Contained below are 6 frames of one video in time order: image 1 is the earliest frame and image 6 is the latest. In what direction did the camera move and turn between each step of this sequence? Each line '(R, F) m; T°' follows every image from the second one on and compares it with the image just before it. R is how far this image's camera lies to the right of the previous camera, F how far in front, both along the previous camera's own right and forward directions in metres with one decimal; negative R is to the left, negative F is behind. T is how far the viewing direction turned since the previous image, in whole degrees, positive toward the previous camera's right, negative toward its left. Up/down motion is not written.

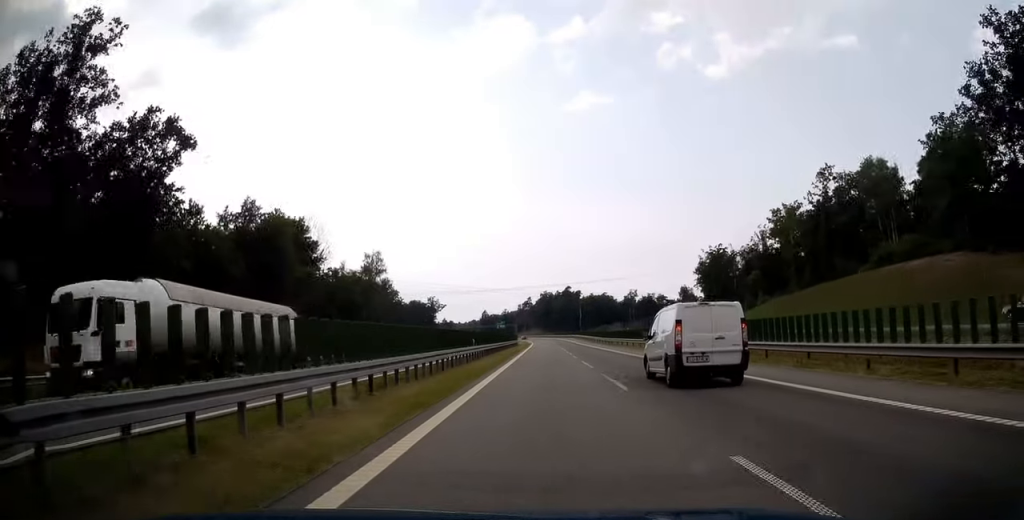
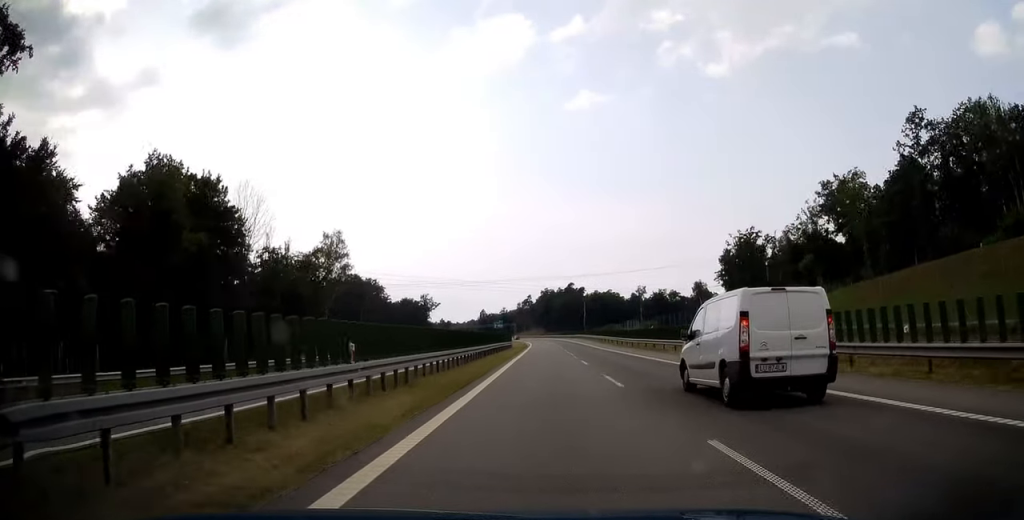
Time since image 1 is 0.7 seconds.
(-0.3, +22.8) m; -1°
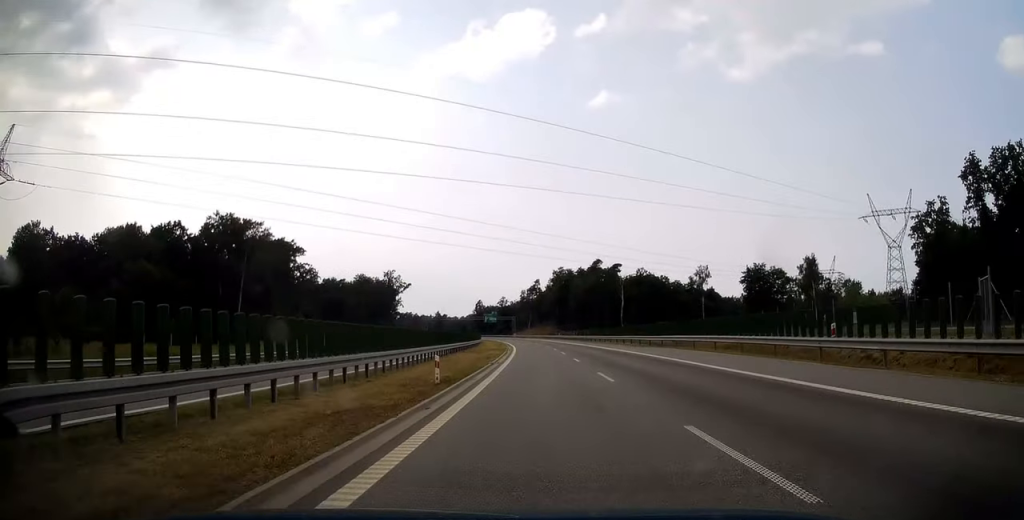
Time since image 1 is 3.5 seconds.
(-0.4, +94.3) m; -1°
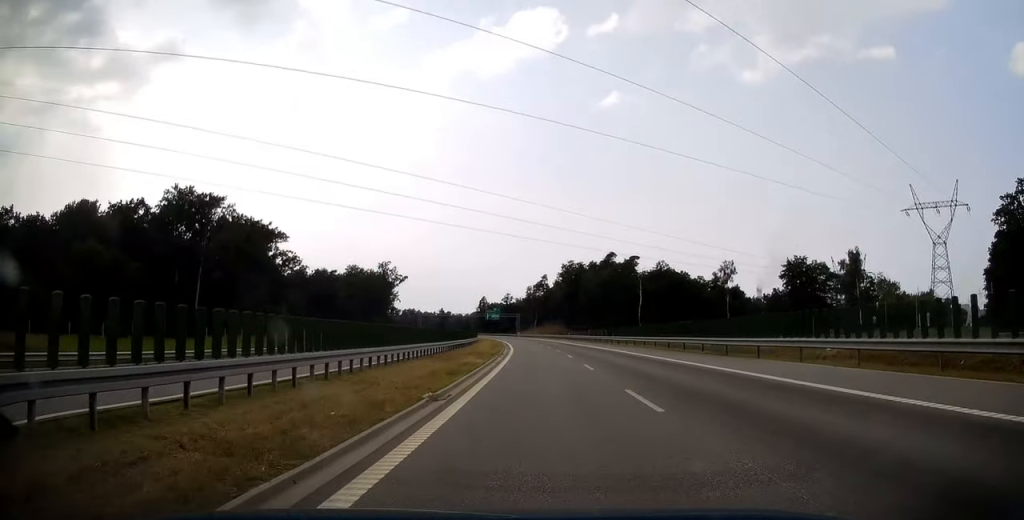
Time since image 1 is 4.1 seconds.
(0.0, +18.5) m; -1°
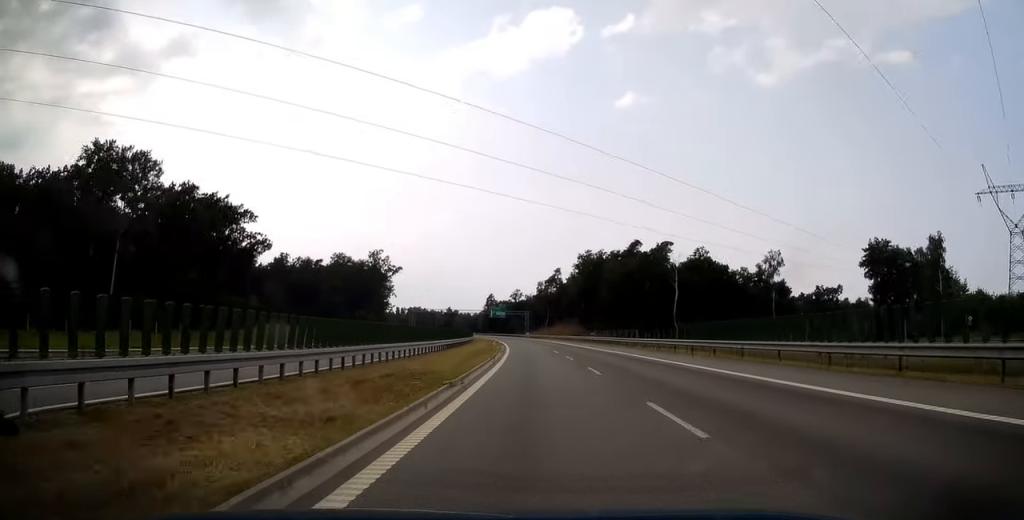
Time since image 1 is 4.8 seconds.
(-0.3, +26.4) m; -1°
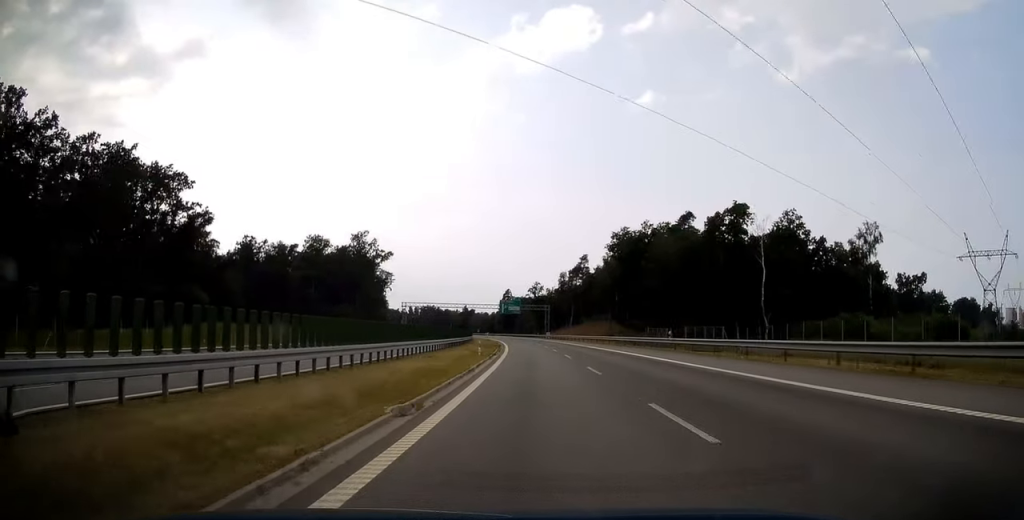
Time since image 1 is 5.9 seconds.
(-0.5, +36.4) m; -2°
